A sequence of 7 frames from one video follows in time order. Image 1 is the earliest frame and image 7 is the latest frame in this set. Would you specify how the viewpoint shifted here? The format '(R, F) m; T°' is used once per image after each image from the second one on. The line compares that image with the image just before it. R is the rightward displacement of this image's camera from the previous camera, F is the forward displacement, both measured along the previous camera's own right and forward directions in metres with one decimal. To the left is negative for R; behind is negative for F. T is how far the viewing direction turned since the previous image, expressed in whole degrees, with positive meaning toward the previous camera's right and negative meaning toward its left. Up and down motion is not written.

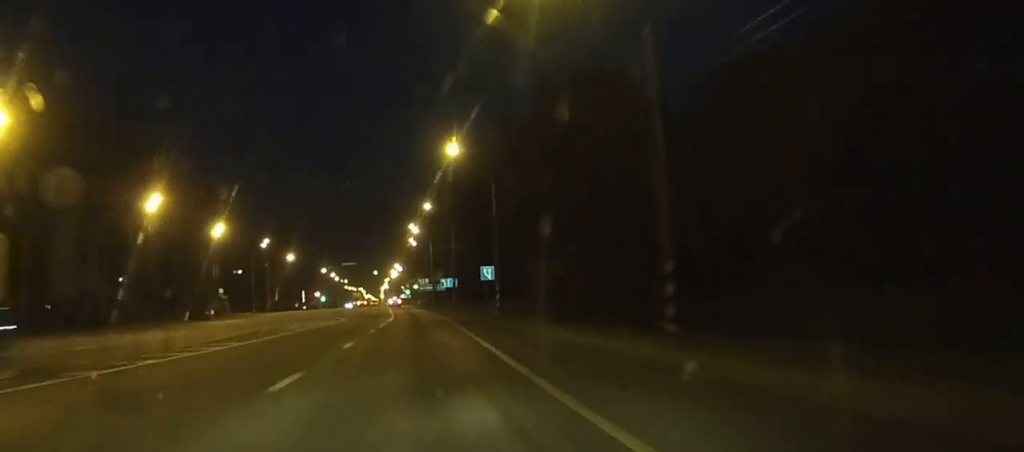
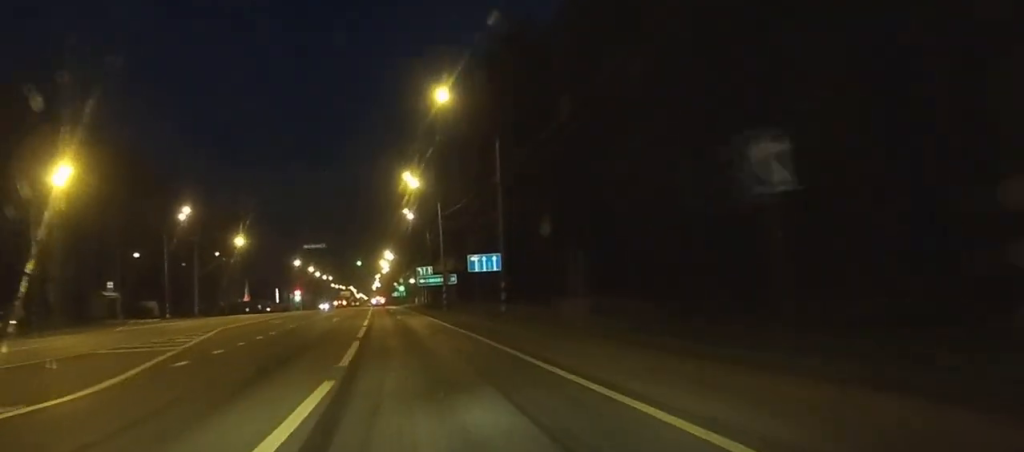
(-0.4, +50.7) m; -1°
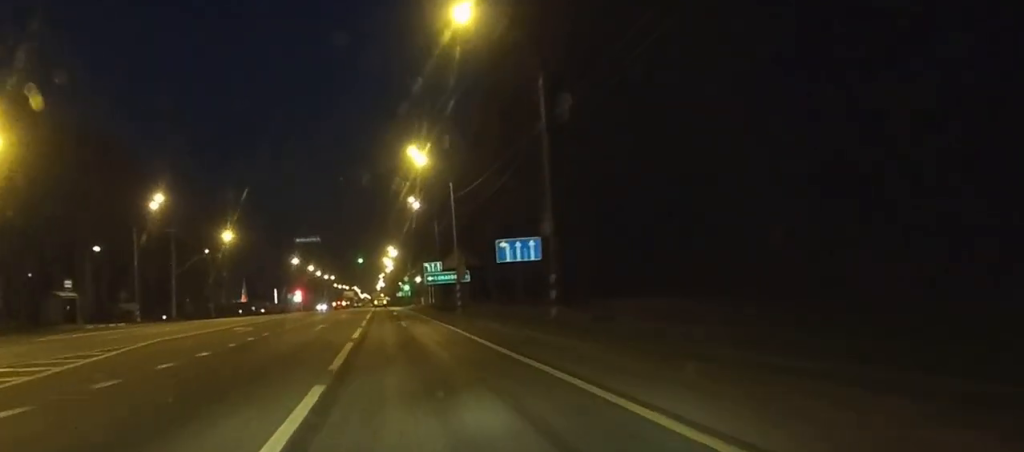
(0.0, +12.8) m; 0°
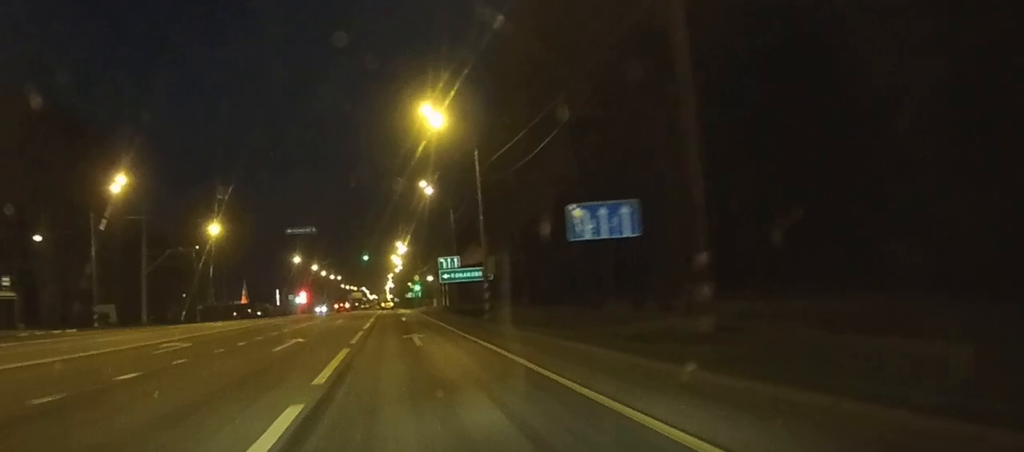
(0.0, +14.2) m; 0°
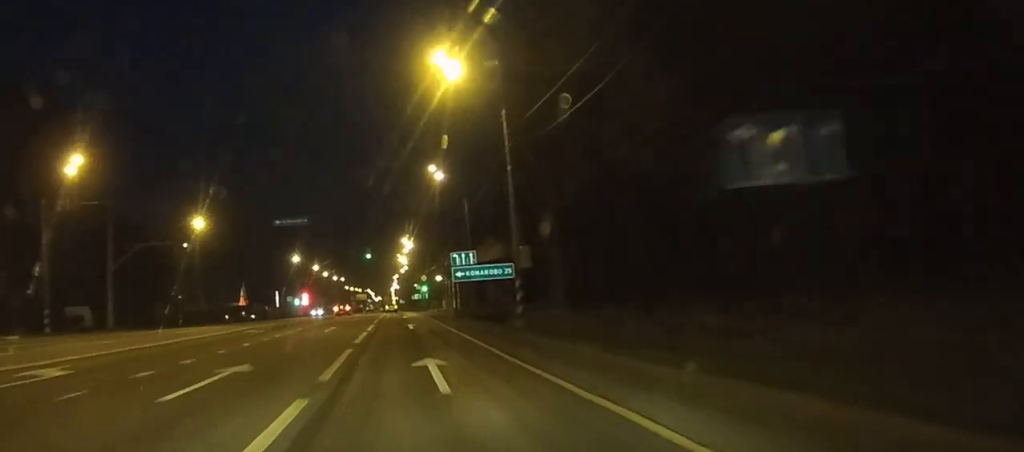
(0.0, +11.0) m; 0°
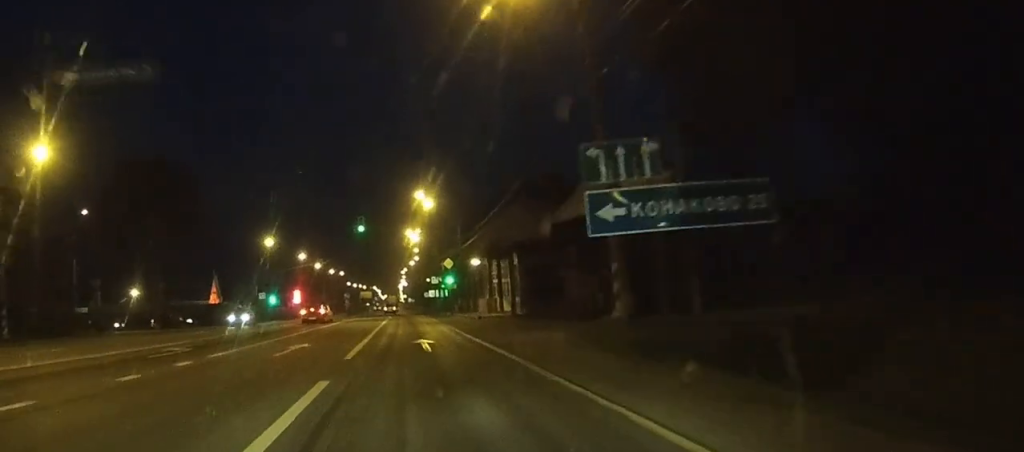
(-0.1, +44.1) m; 0°
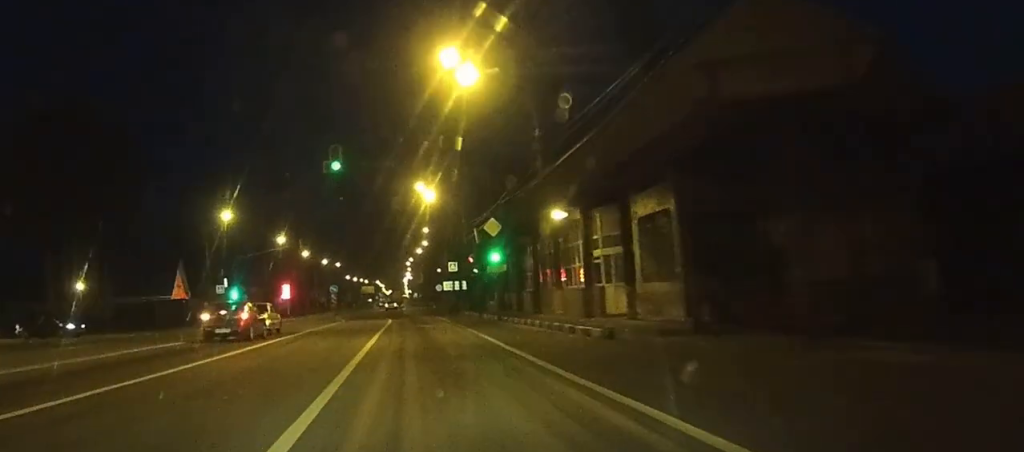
(-0.3, +34.2) m; -1°
